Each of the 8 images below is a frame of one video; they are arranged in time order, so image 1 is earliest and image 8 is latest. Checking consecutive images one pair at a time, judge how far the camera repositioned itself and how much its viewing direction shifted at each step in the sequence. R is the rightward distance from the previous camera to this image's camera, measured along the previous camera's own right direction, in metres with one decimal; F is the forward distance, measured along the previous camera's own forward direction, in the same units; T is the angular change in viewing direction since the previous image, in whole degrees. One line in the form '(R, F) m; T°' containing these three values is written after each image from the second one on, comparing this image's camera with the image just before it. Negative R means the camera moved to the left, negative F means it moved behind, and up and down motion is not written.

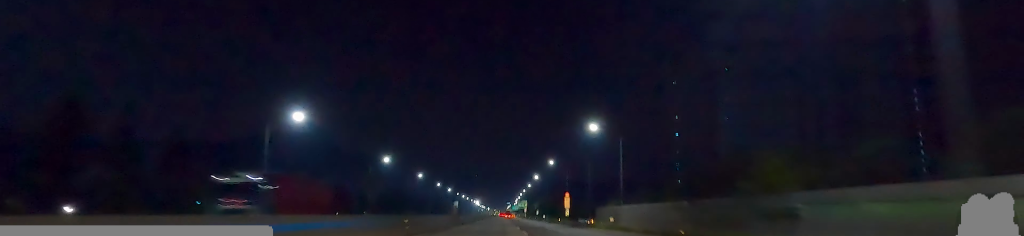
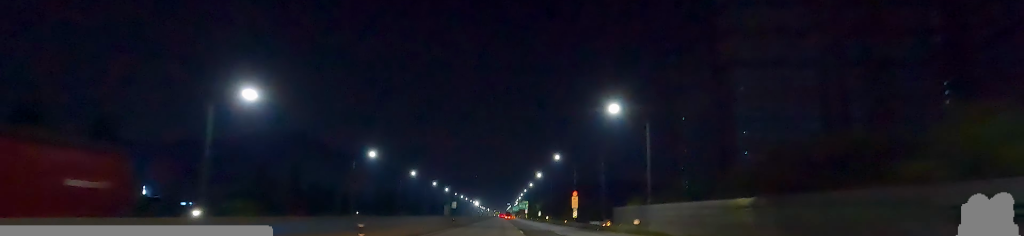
(-0.7, +11.9) m; -1°
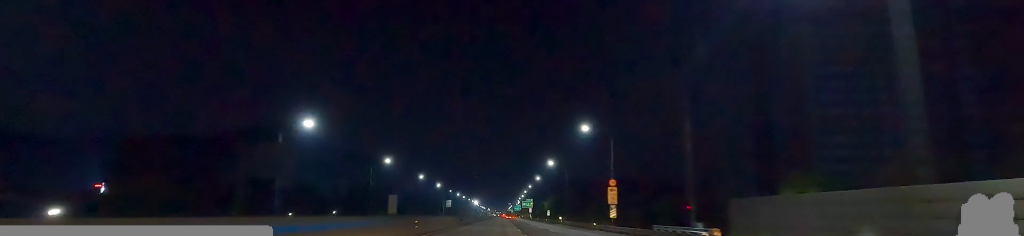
(-1.1, +32.8) m; -2°
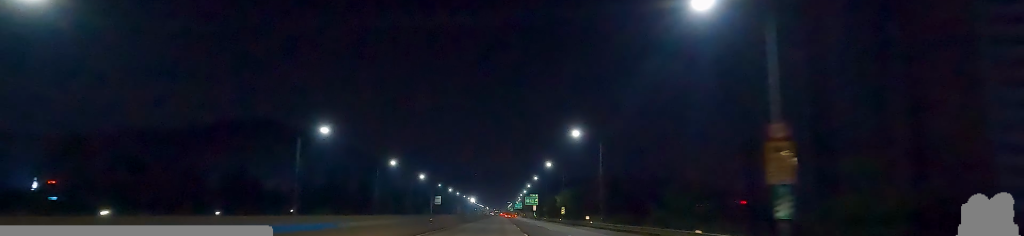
(0.0, +38.7) m; +2°
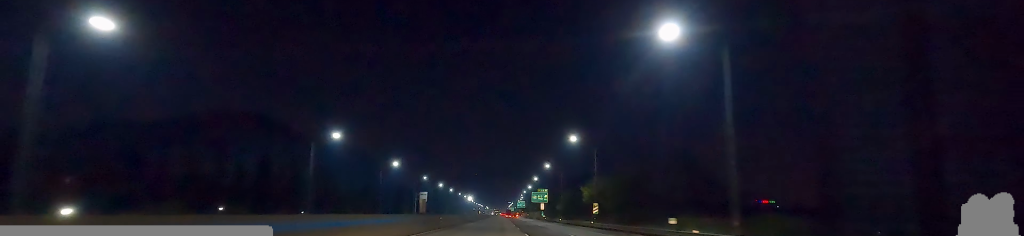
(+1.0, +39.7) m; 0°
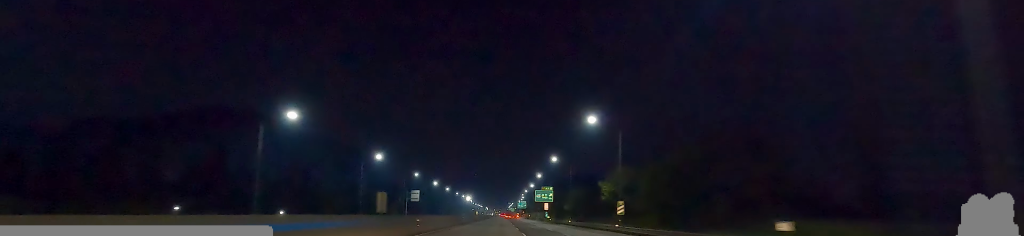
(-0.6, +15.7) m; -1°
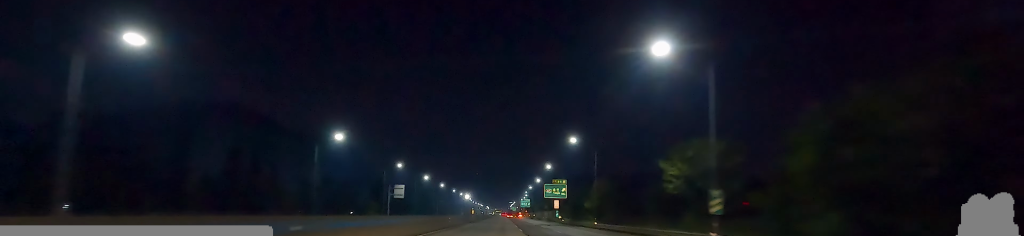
(0.0, +25.4) m; +1°
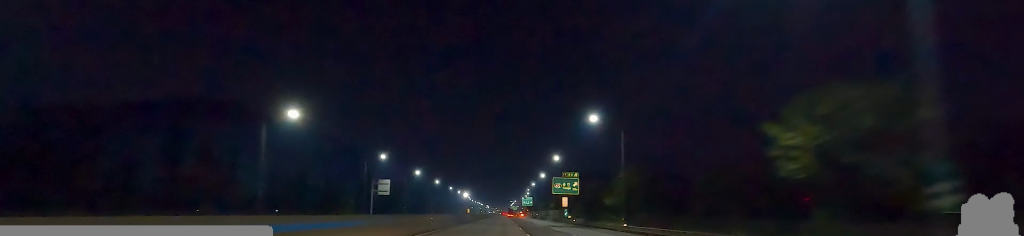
(+0.1, +16.2) m; +1°
